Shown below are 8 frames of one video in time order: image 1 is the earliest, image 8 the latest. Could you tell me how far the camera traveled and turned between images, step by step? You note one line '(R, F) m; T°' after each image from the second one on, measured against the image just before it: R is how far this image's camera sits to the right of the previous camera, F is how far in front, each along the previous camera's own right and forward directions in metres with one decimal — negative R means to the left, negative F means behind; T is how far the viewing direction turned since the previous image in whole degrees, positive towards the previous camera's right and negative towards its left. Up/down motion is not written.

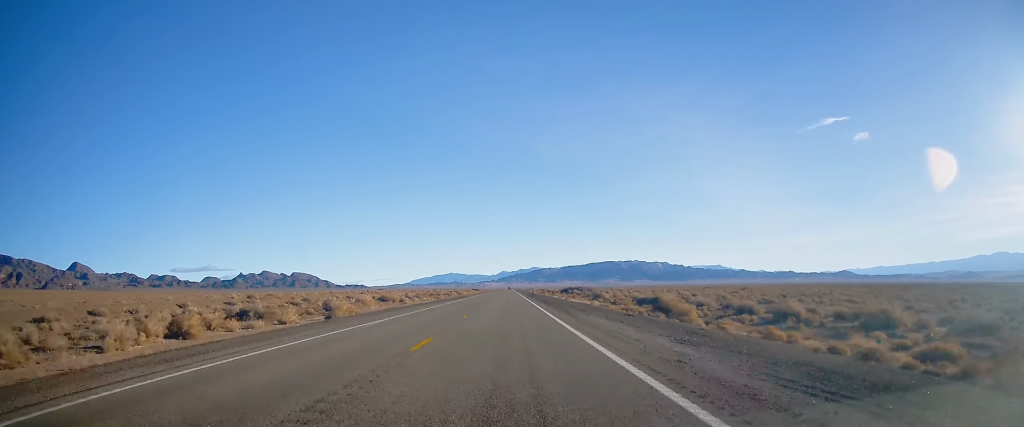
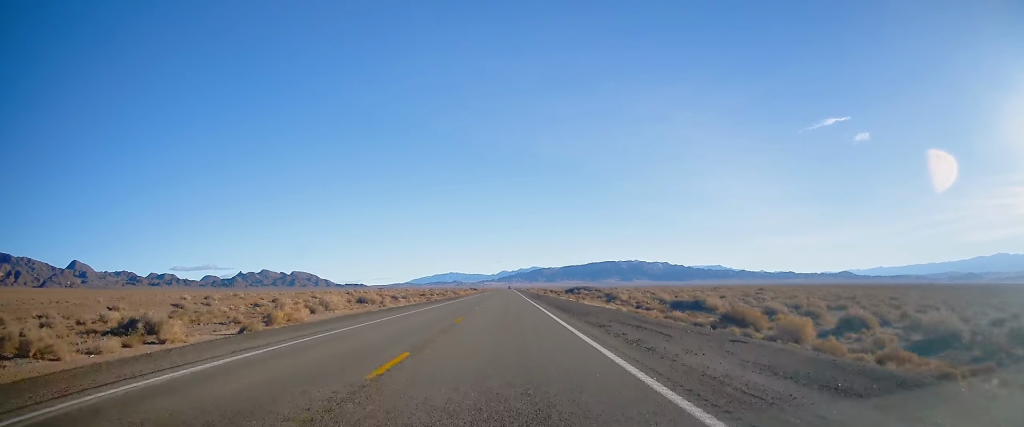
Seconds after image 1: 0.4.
(-0.3, +15.5) m; 0°
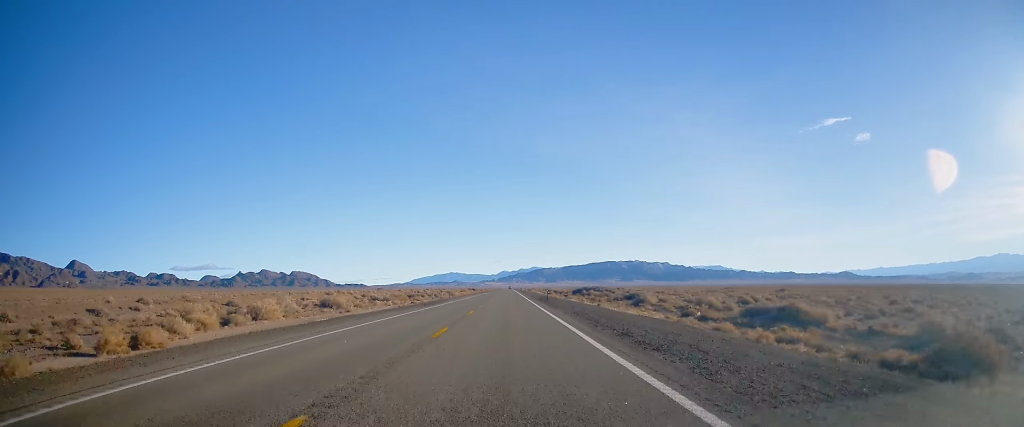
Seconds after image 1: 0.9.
(-0.1, +17.9) m; 0°
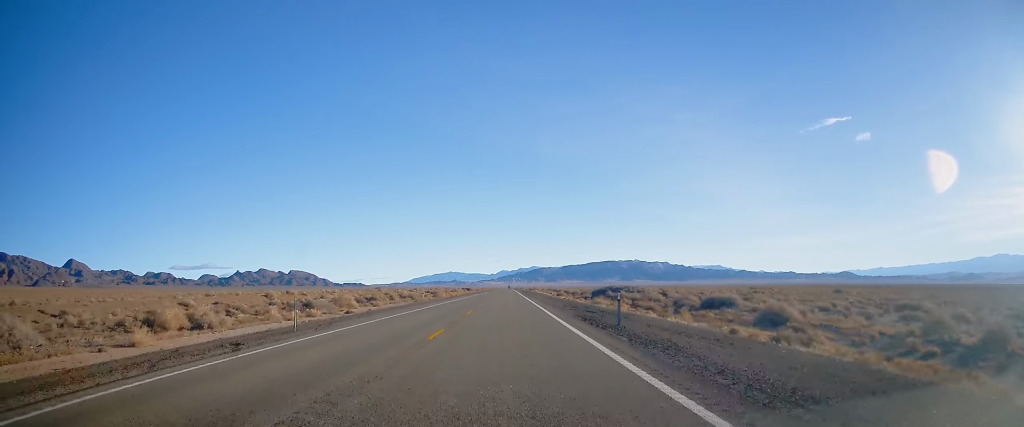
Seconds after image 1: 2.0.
(+0.4, +37.0) m; 0°
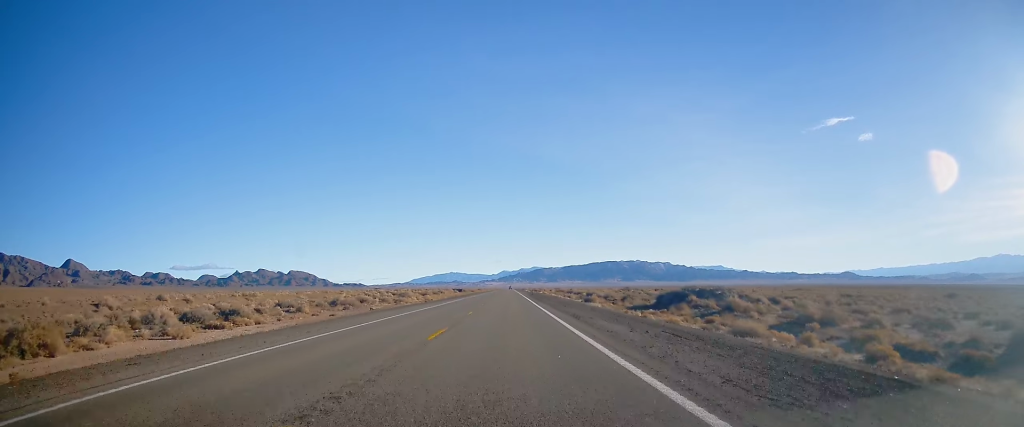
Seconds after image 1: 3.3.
(-0.5, +48.2) m; 0°
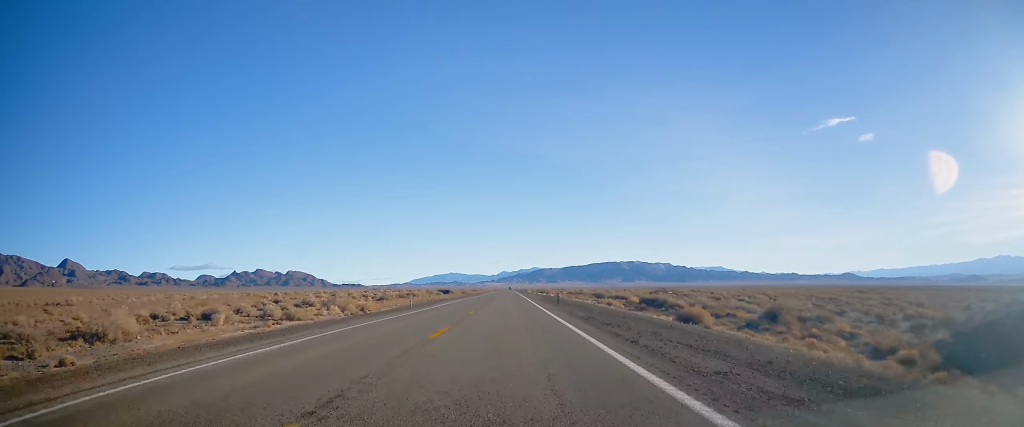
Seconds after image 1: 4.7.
(+0.8, +48.4) m; 0°
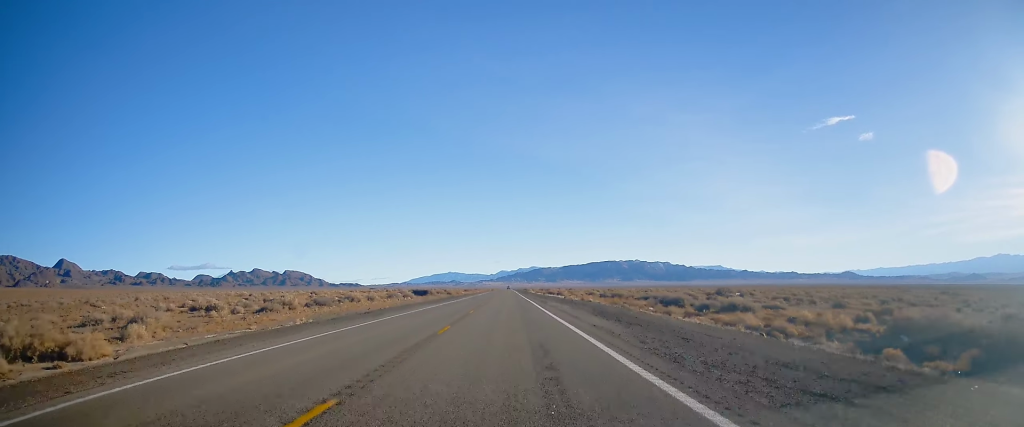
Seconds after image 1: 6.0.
(-0.5, +47.3) m; 0°
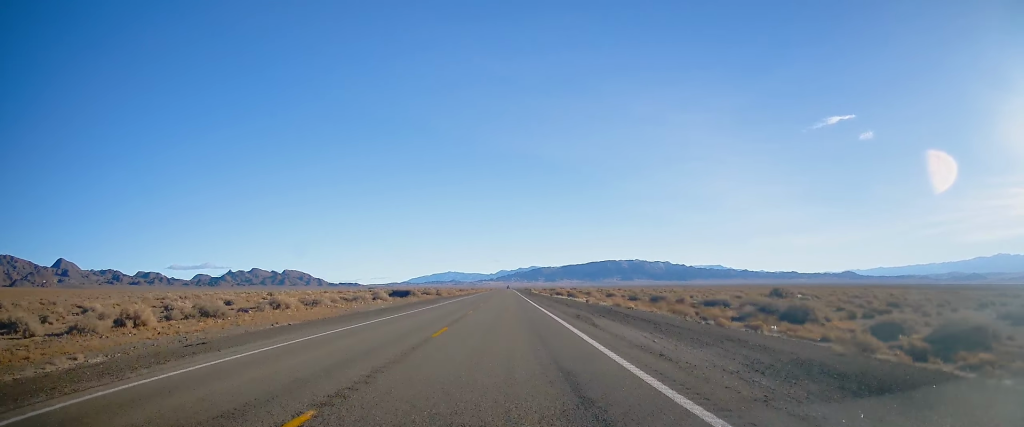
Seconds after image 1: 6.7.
(+0.6, +24.8) m; 0°
